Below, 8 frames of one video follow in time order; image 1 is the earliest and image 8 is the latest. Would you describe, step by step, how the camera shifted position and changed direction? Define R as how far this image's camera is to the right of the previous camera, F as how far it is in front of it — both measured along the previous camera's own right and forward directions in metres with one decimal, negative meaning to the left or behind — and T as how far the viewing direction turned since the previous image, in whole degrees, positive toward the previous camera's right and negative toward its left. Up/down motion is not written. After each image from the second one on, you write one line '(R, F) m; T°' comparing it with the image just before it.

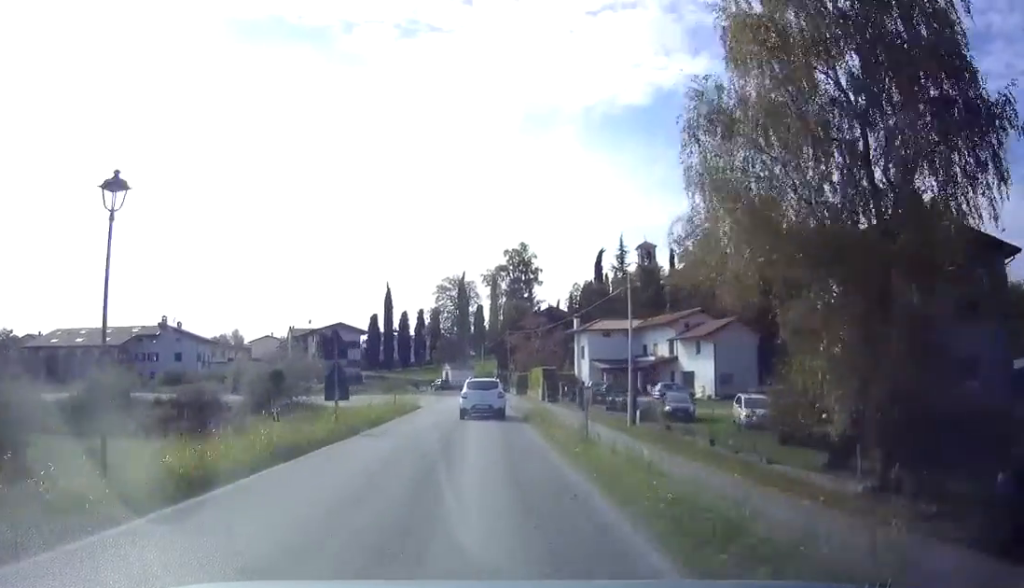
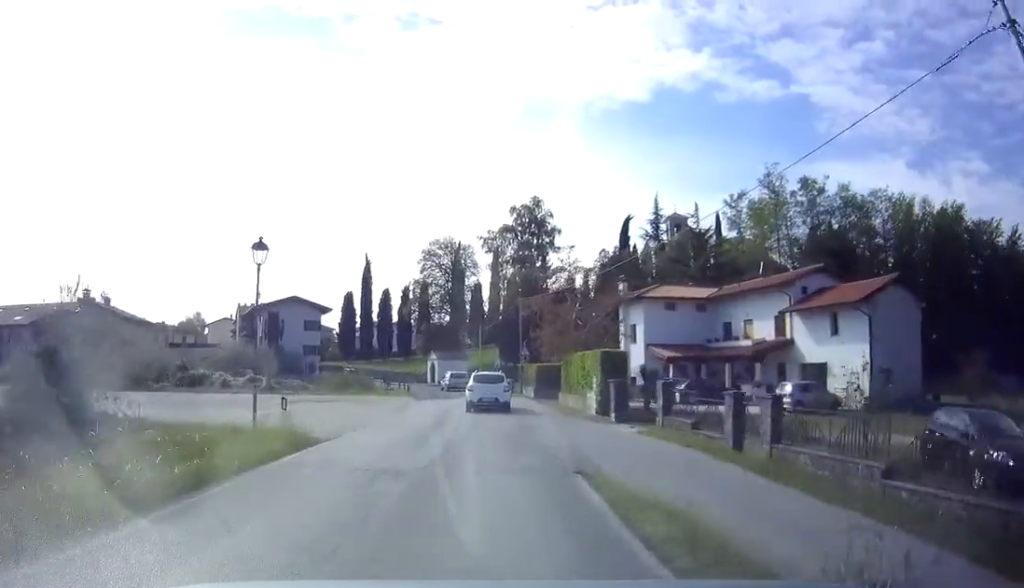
(-0.2, +22.5) m; -2°
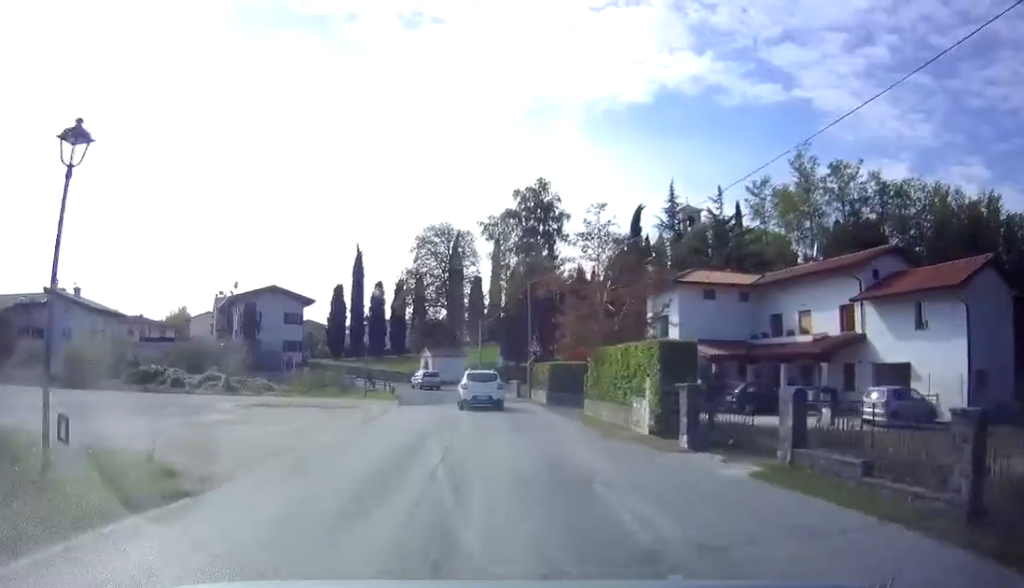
(0.0, +7.4) m; +1°
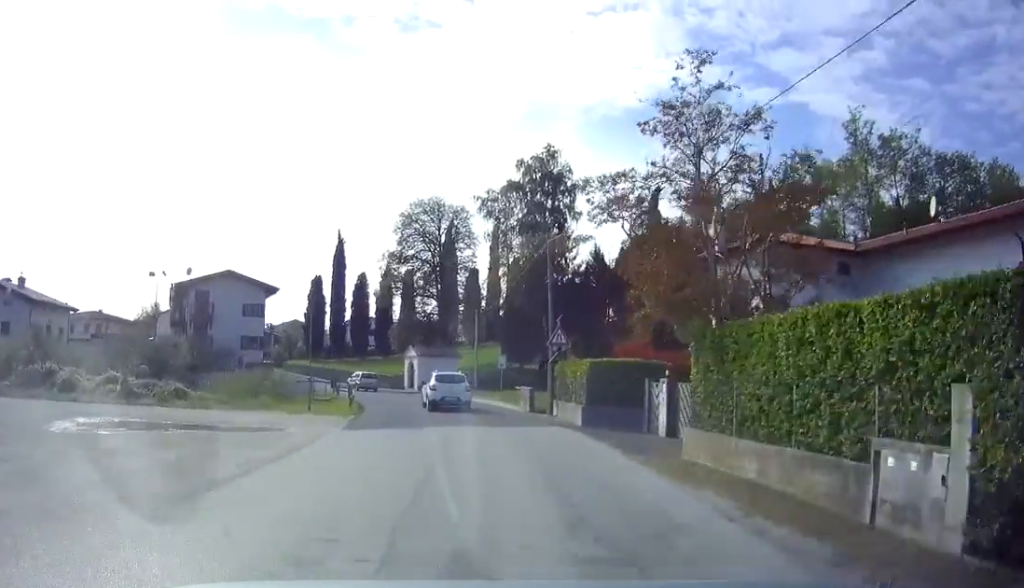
(+0.2, +11.0) m; +1°
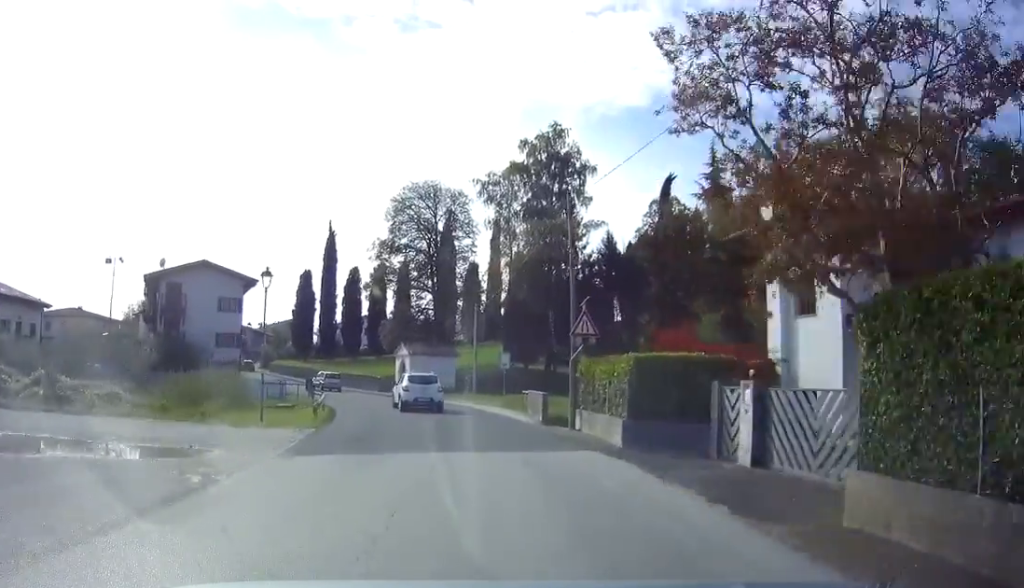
(+0.2, +5.7) m; 0°
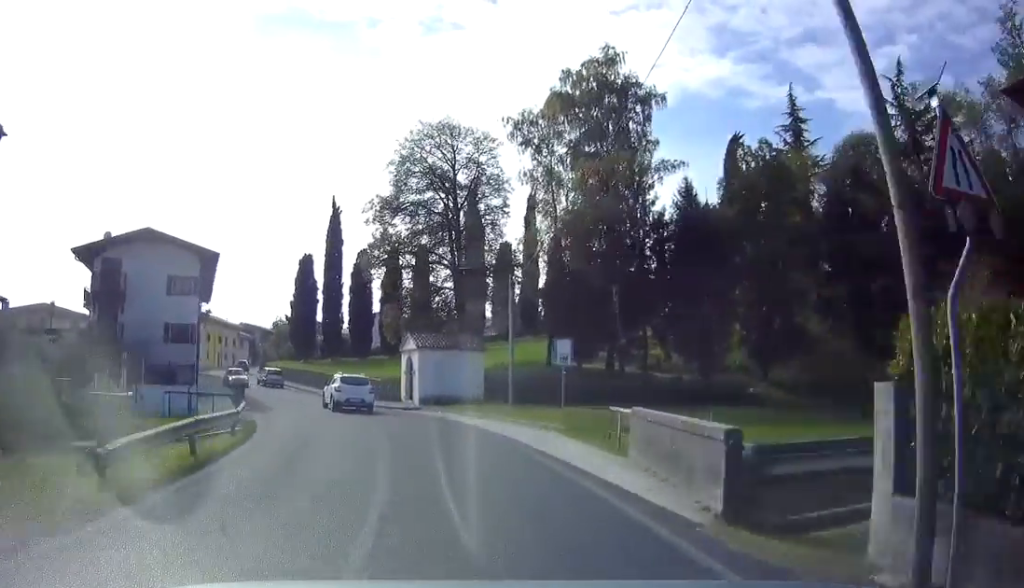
(-0.5, +12.9) m; -5°
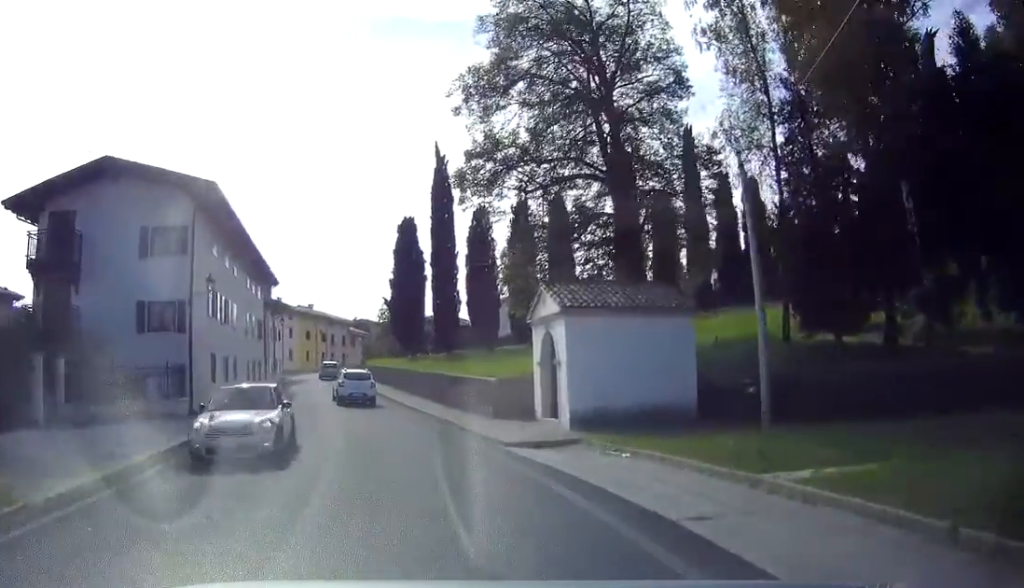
(-2.3, +15.8) m; -17°
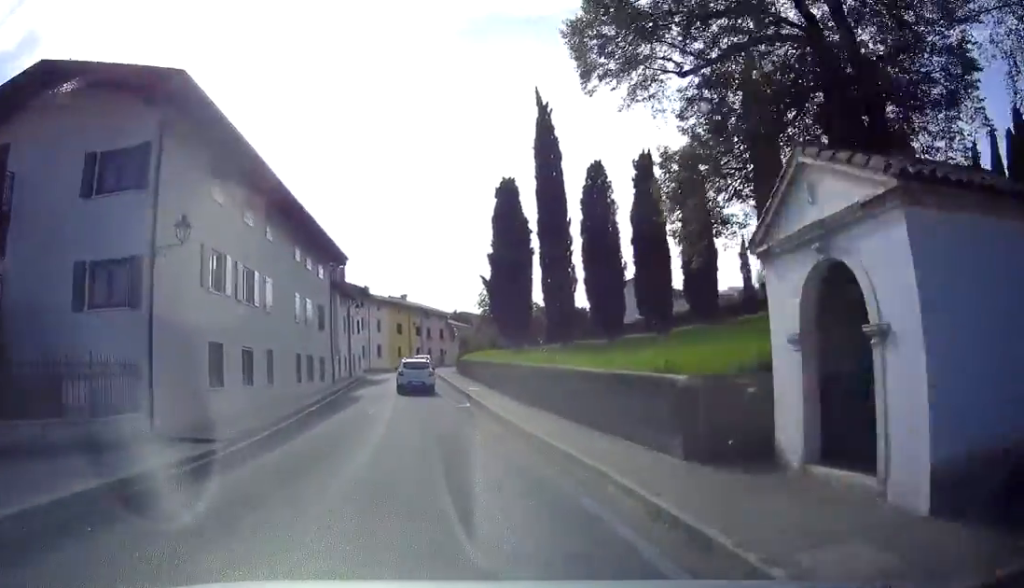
(-1.1, +9.7) m; -7°
